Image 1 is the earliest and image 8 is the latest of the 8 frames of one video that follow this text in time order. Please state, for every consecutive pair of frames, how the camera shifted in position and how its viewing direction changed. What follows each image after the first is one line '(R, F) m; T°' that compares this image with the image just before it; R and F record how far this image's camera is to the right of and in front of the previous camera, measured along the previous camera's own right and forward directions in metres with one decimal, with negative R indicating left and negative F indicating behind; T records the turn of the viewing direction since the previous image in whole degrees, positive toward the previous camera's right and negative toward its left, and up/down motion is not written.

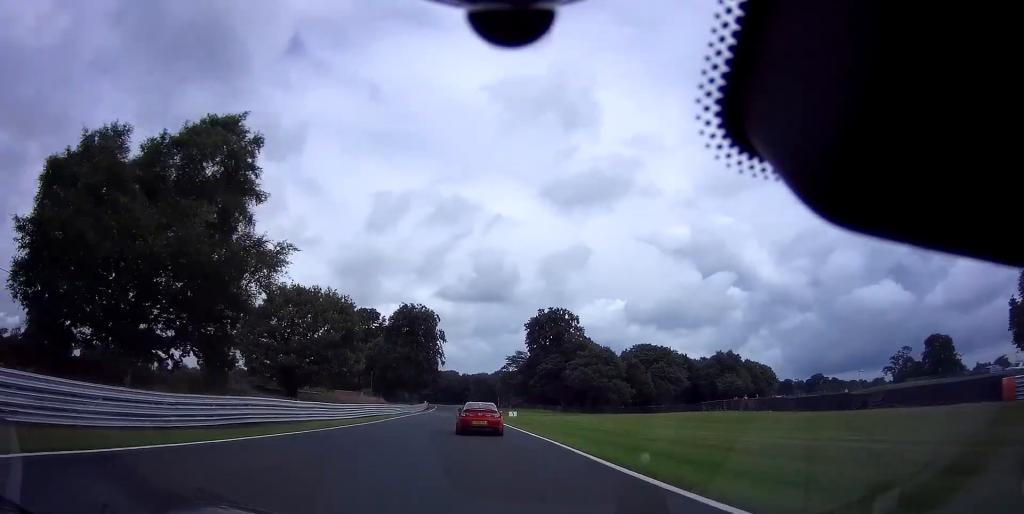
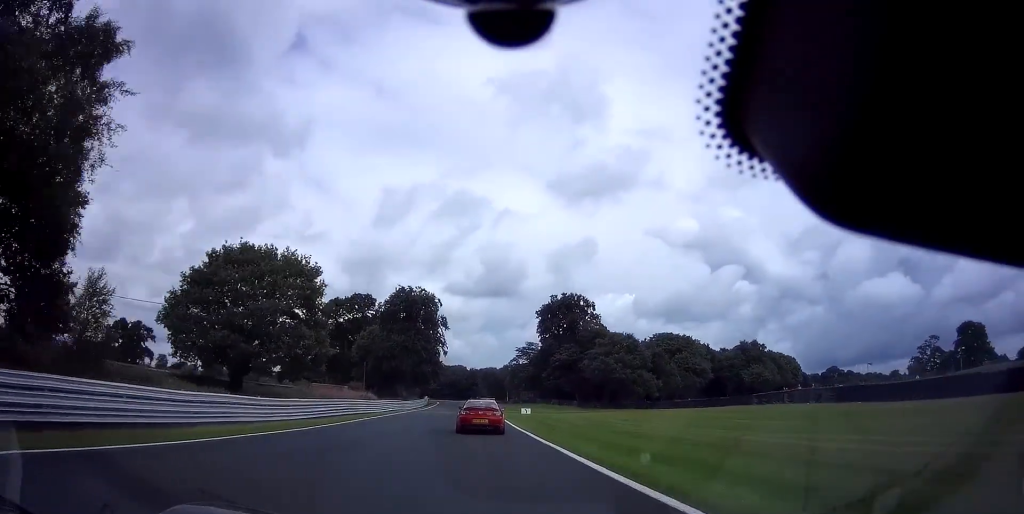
(-0.1, +11.7) m; -1°
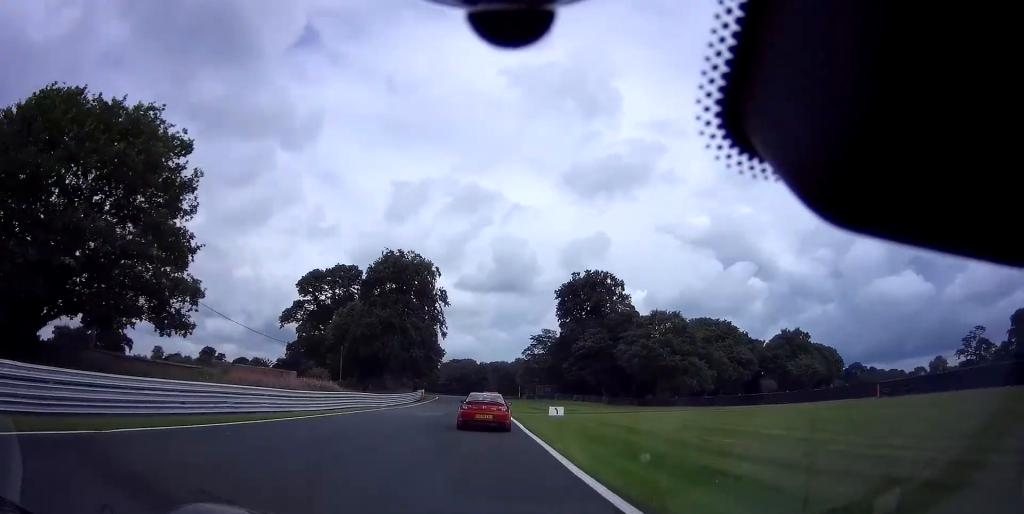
(-0.2, +18.7) m; -1°
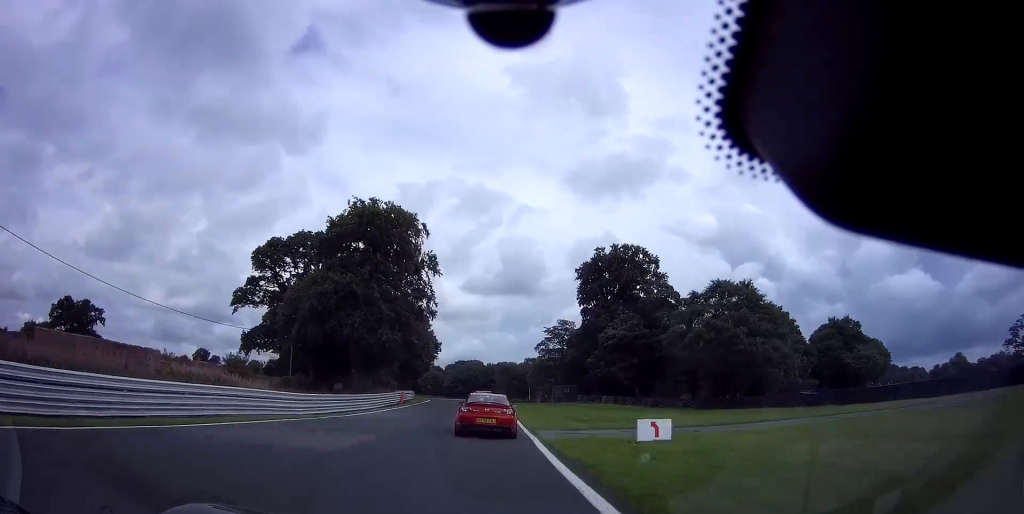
(-0.1, +19.7) m; -1°
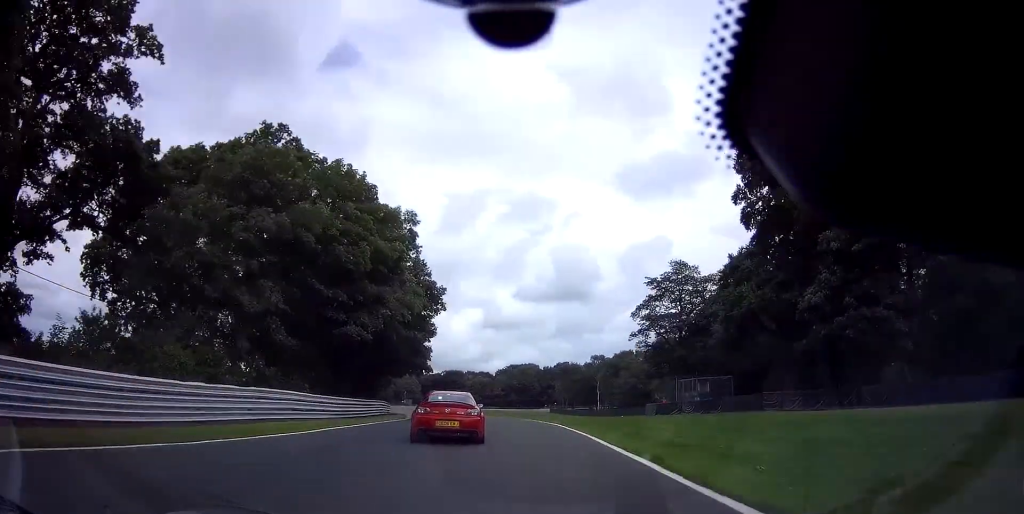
(-2.3, +51.7) m; -7°
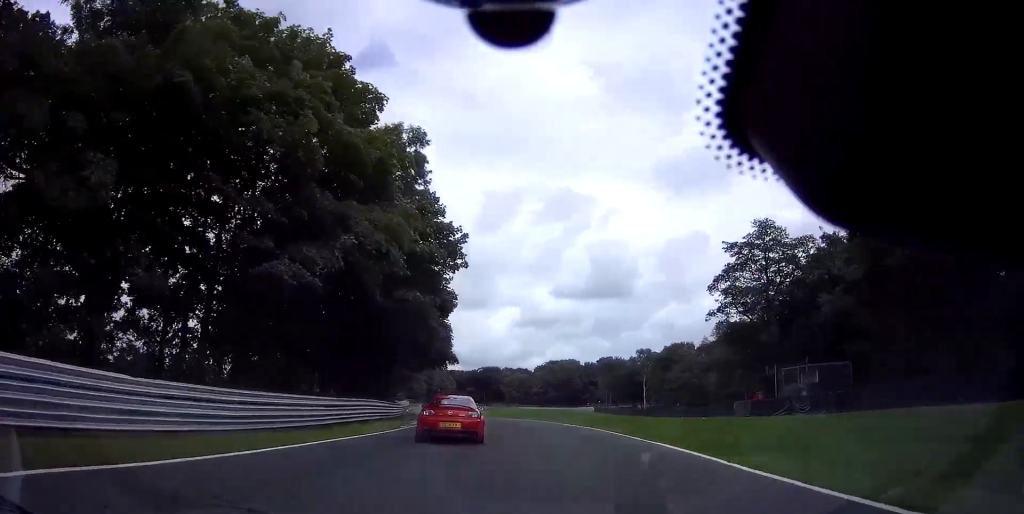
(-0.3, +13.8) m; -4°
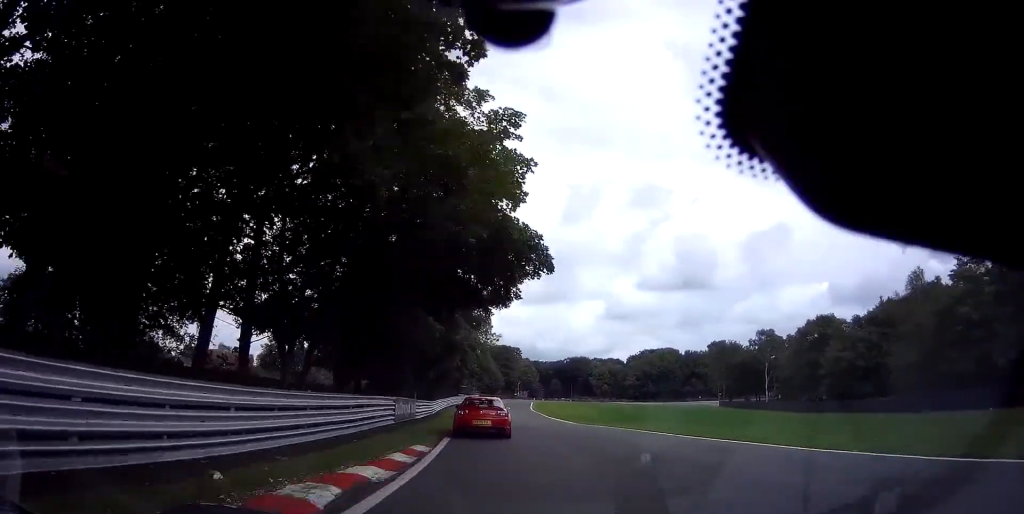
(-2.7, +34.7) m; -7°
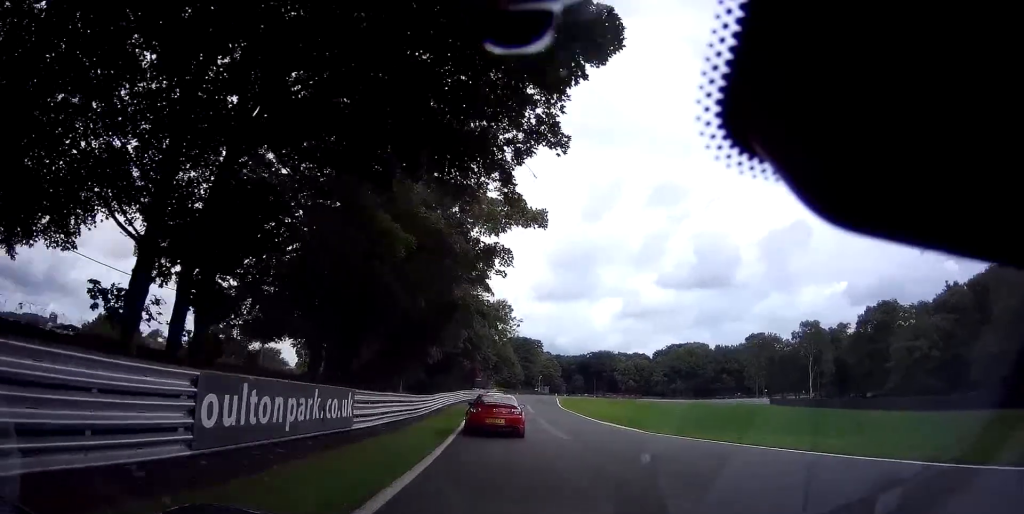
(-0.2, +14.3) m; -2°
